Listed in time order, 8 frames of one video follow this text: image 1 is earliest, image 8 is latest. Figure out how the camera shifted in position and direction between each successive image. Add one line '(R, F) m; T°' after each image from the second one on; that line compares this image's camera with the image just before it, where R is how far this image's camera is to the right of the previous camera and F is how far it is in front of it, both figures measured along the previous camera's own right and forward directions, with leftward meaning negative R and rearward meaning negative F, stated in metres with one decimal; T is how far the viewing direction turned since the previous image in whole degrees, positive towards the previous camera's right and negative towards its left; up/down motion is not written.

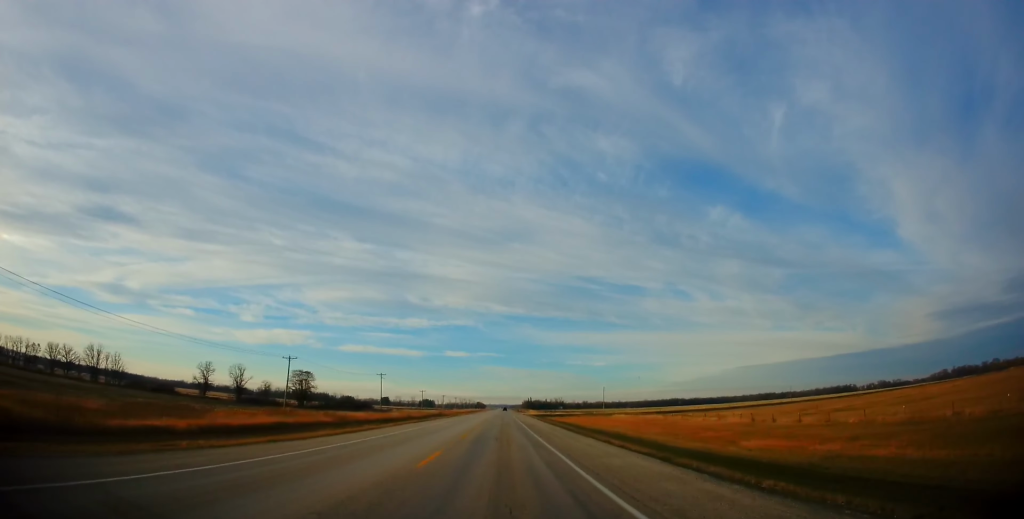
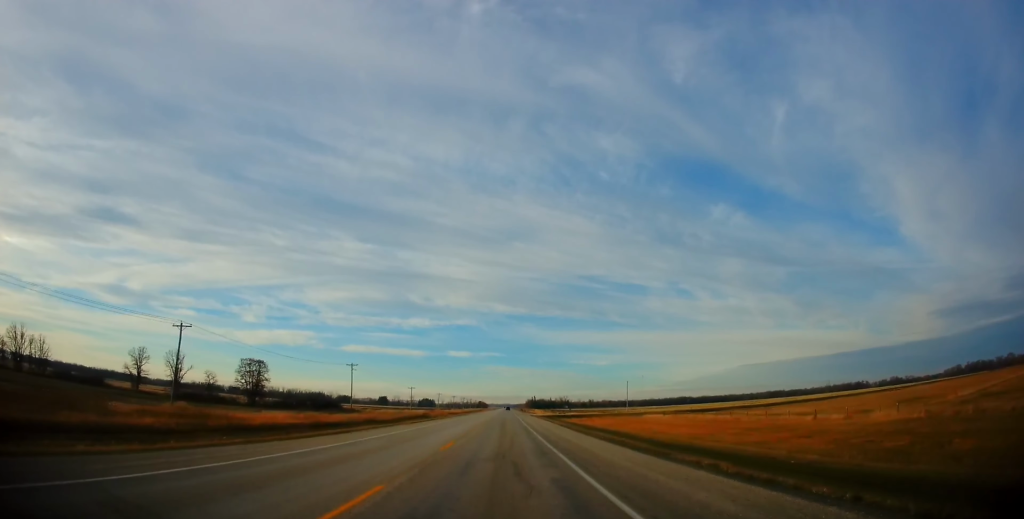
(-0.4, +30.8) m; -1°
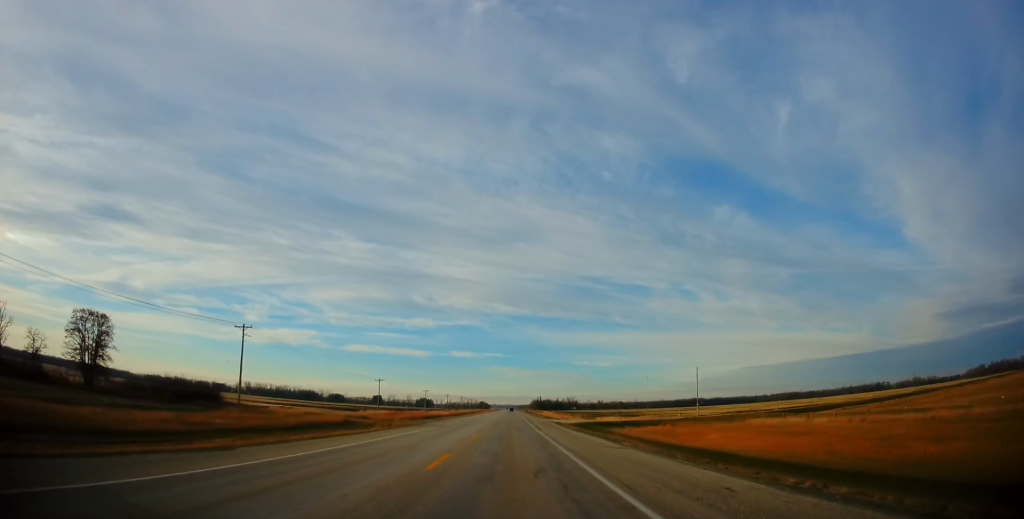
(+0.3, +50.1) m; +1°
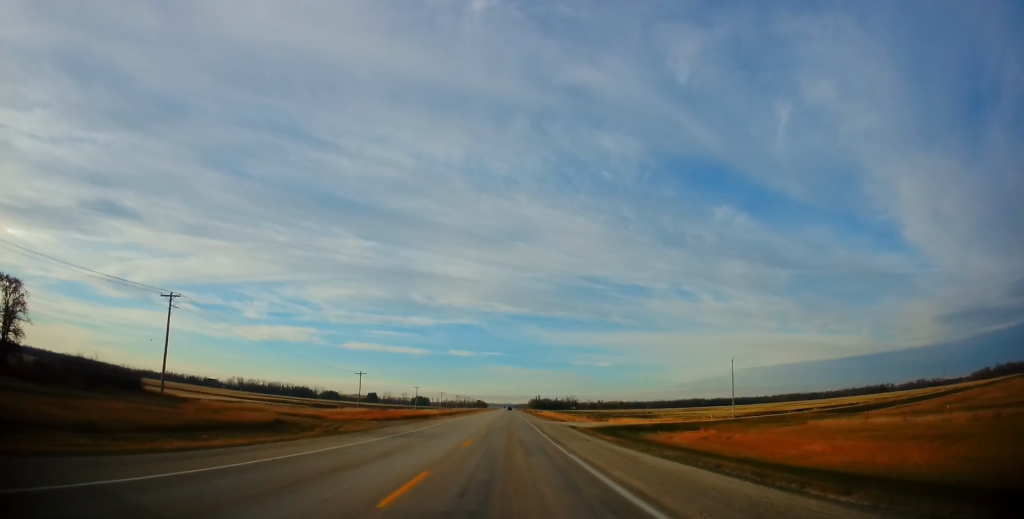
(0.0, +14.3) m; 0°
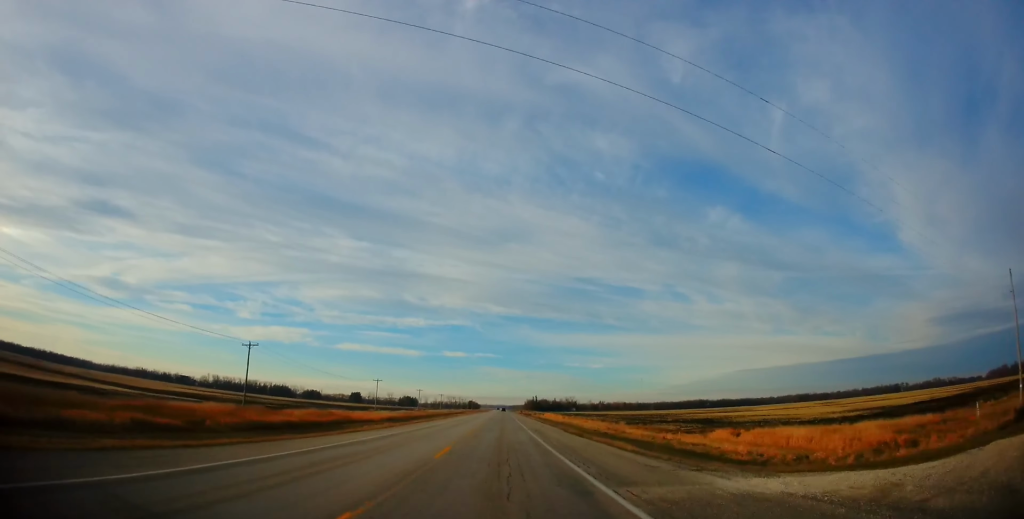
(+0.2, +46.1) m; 0°
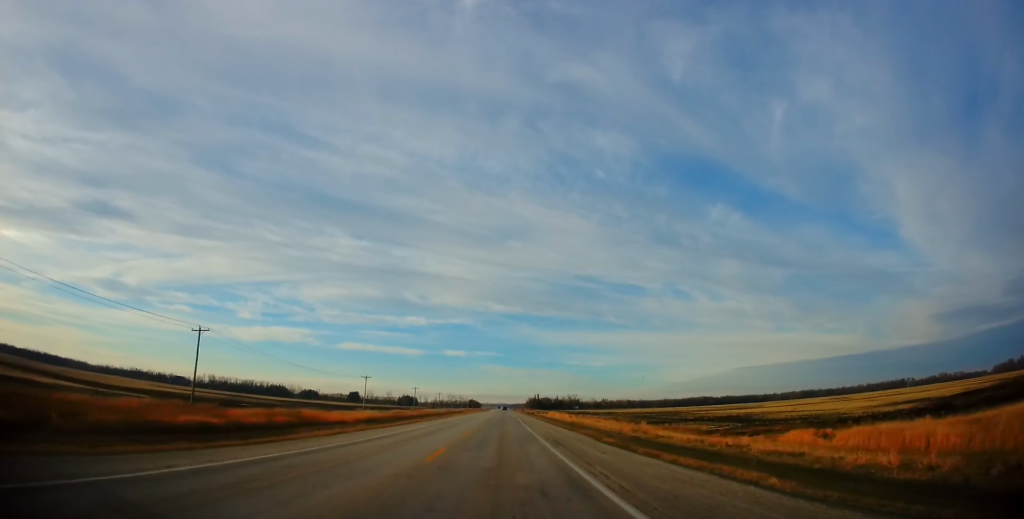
(0.0, +12.5) m; 0°
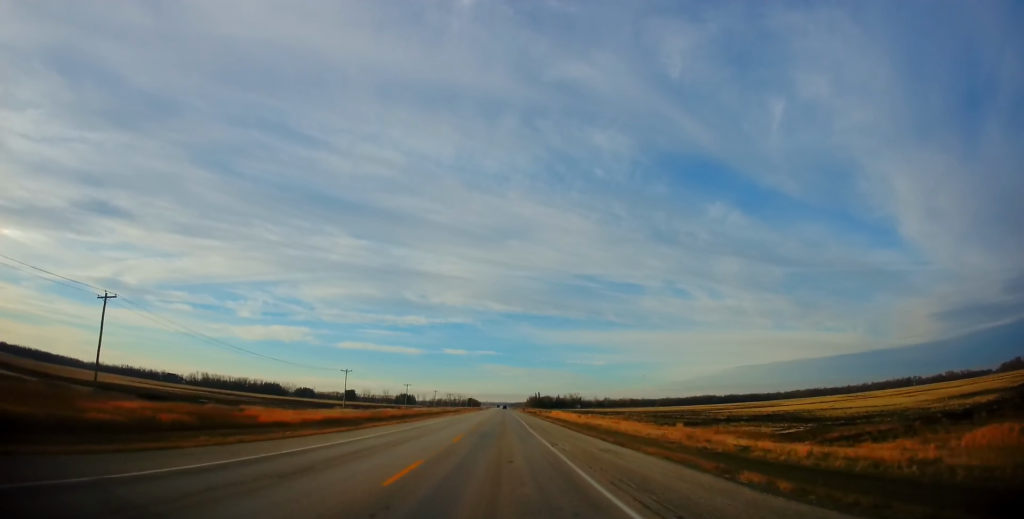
(0.0, +17.4) m; 0°
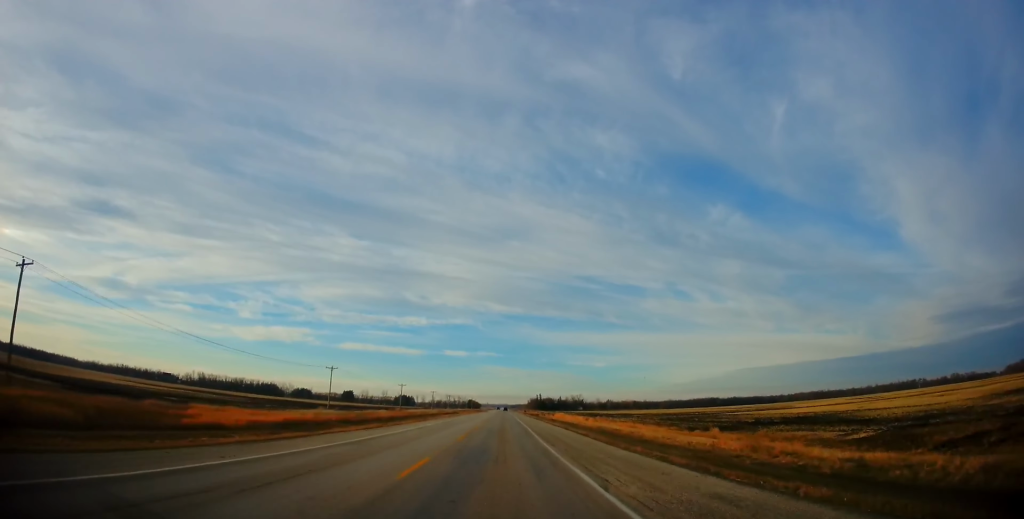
(+0.1, +11.1) m; 0°
